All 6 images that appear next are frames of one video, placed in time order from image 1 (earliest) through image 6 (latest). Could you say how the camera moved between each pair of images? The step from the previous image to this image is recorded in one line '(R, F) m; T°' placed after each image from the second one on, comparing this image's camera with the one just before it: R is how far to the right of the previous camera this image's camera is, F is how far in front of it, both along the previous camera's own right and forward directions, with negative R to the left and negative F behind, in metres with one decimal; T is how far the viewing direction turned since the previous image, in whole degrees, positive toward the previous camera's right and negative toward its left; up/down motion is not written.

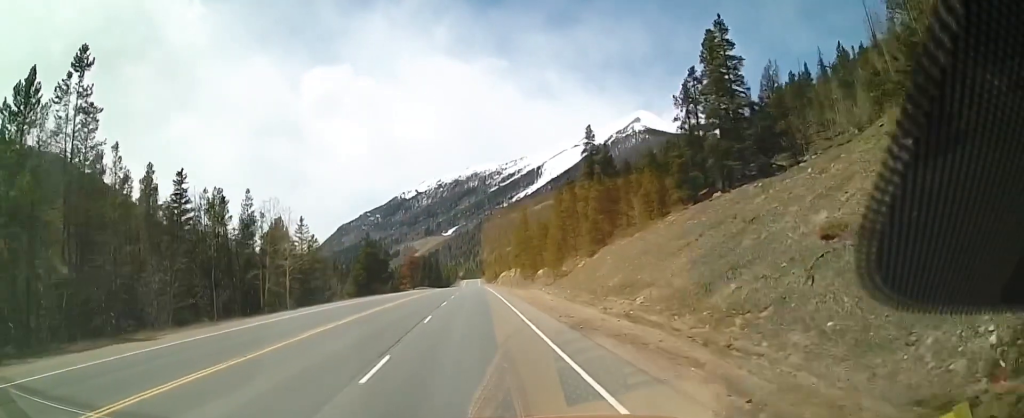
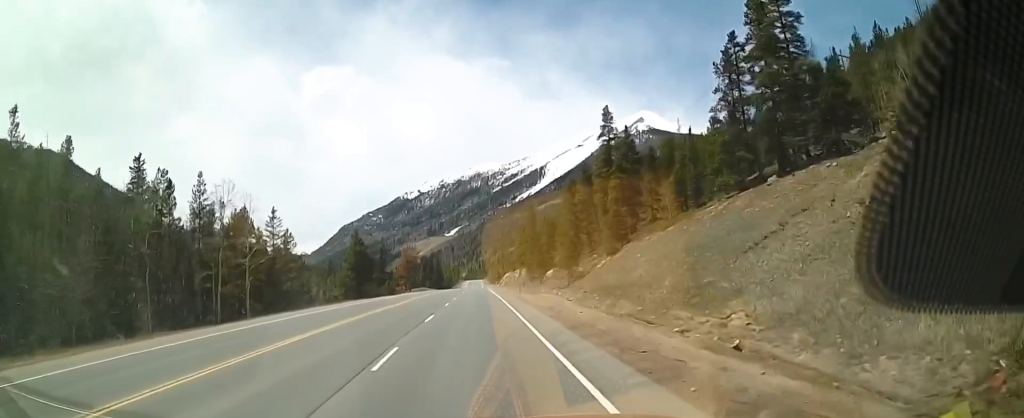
(-0.1, +10.2) m; -1°
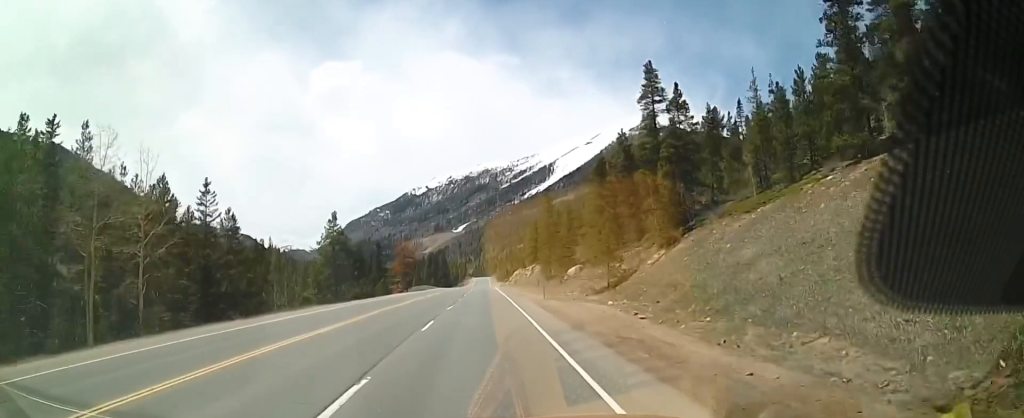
(-0.2, +15.9) m; -1°
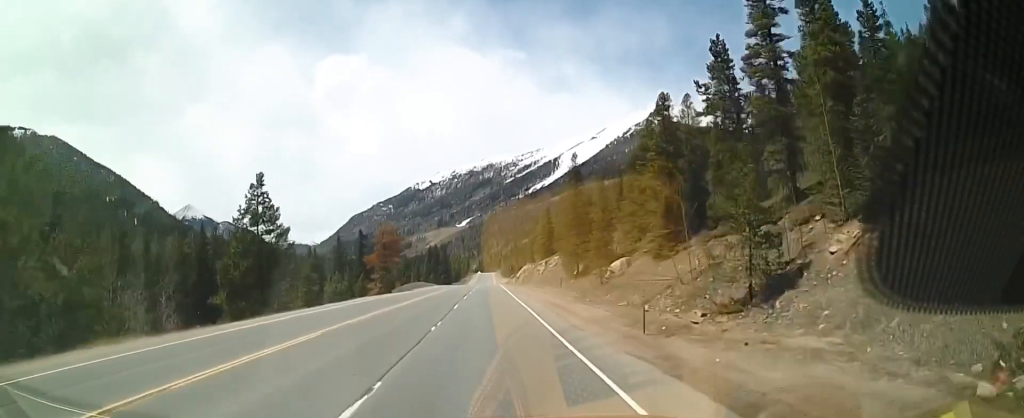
(-0.1, +24.1) m; +2°
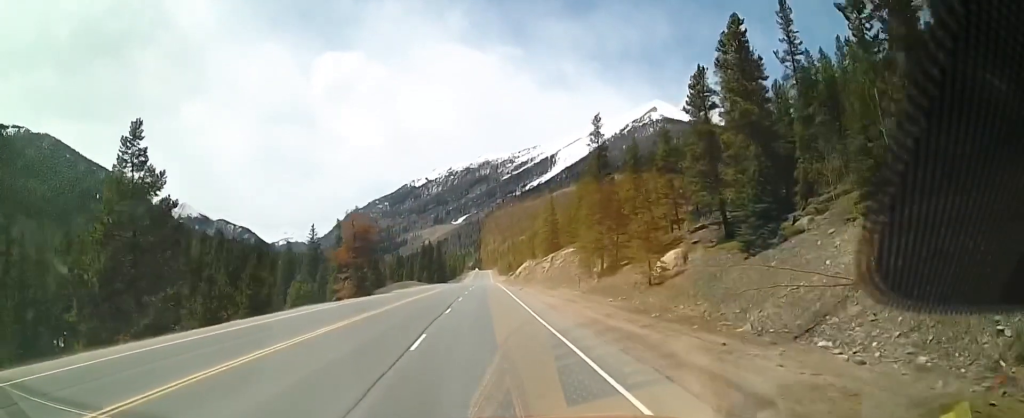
(+1.0, +16.8) m; +2°
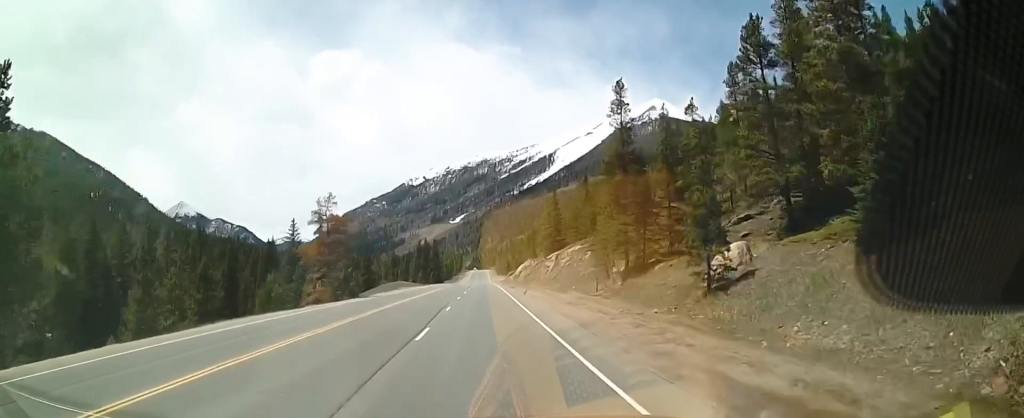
(-0.6, +10.5) m; -2°
